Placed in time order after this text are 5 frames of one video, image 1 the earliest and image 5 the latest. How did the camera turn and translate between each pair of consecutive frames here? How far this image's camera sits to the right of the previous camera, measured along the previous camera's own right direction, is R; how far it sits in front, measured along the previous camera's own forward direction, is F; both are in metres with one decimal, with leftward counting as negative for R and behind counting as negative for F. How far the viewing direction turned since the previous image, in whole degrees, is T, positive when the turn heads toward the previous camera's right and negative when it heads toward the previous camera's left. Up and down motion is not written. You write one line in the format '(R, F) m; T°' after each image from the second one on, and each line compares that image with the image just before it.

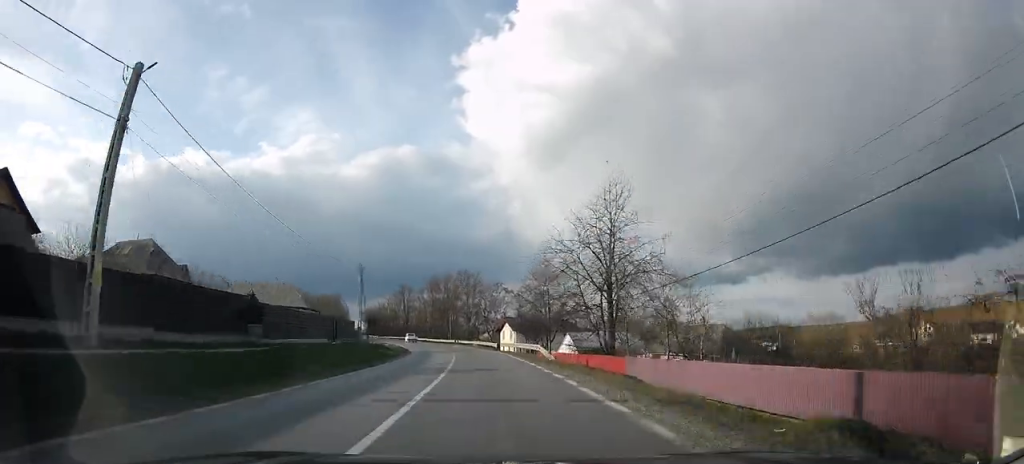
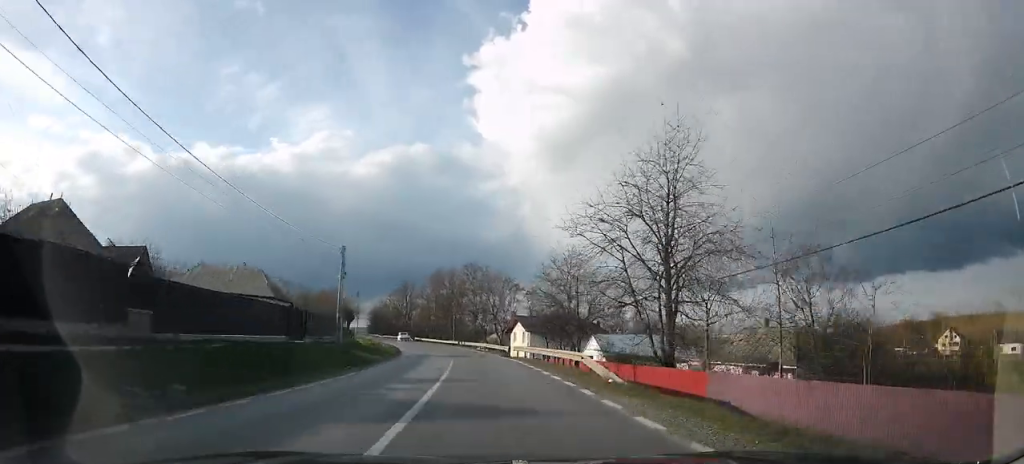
(0.0, +7.5) m; 0°
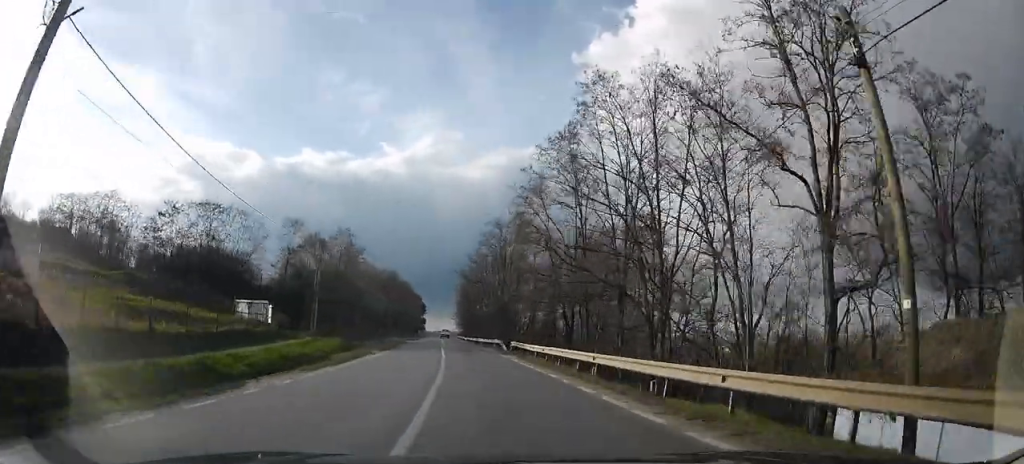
(-3.5, +69.2) m; -9°
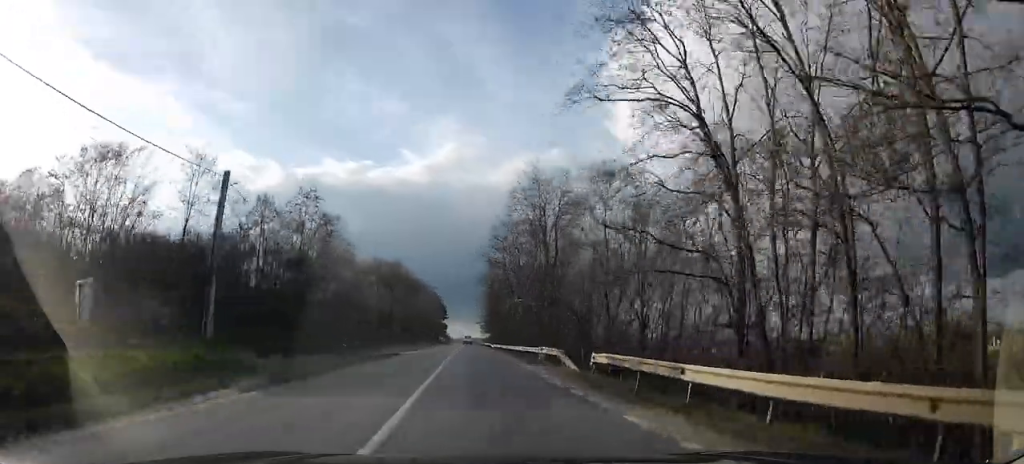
(-0.2, +21.4) m; -4°
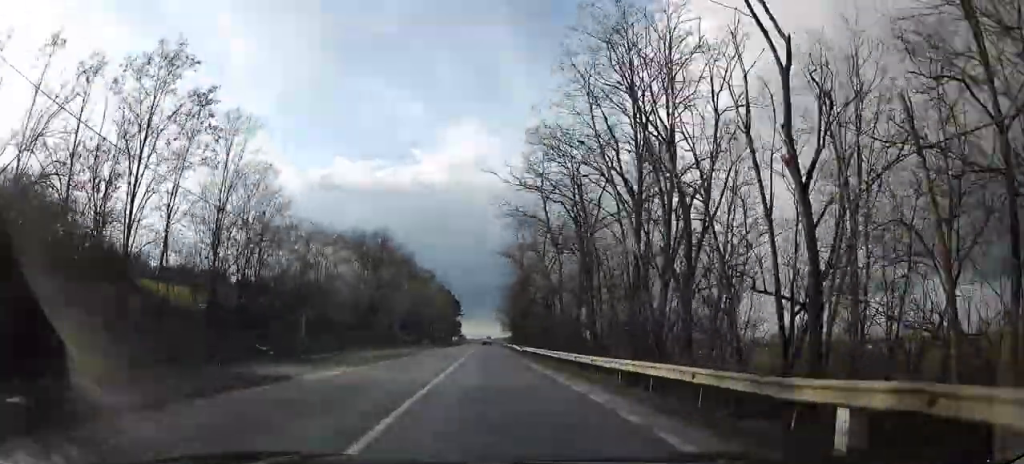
(-1.3, +24.5) m; -4°
